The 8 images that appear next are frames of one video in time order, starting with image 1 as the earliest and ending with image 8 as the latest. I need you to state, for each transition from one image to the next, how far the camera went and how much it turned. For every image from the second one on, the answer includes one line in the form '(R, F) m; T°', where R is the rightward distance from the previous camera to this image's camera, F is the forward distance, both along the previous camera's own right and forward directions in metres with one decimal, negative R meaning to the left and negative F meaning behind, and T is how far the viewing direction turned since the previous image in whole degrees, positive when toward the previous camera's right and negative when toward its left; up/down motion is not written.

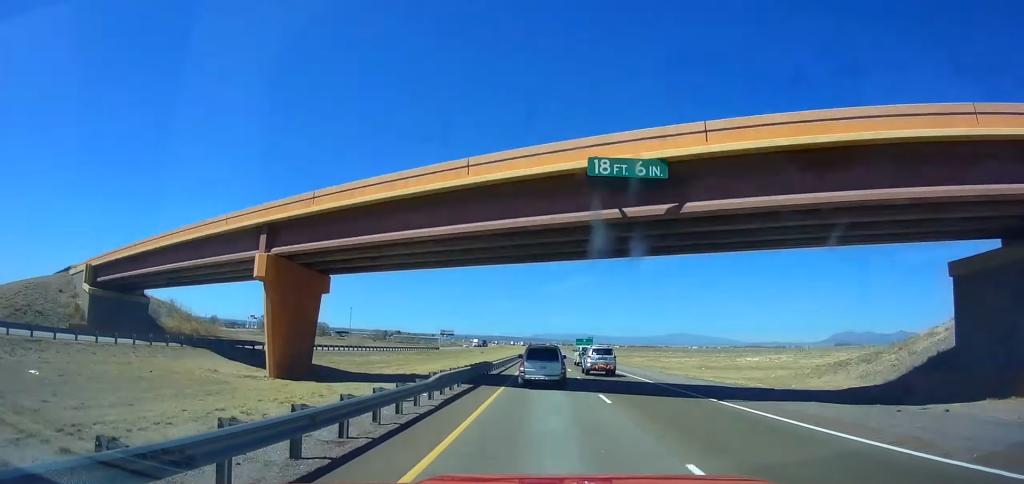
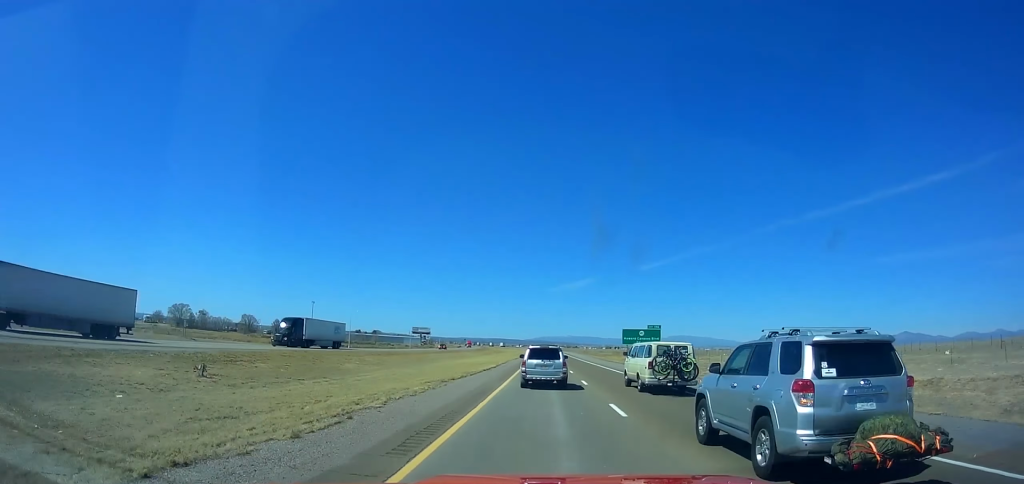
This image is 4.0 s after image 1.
(+0.4, +139.3) m; 0°
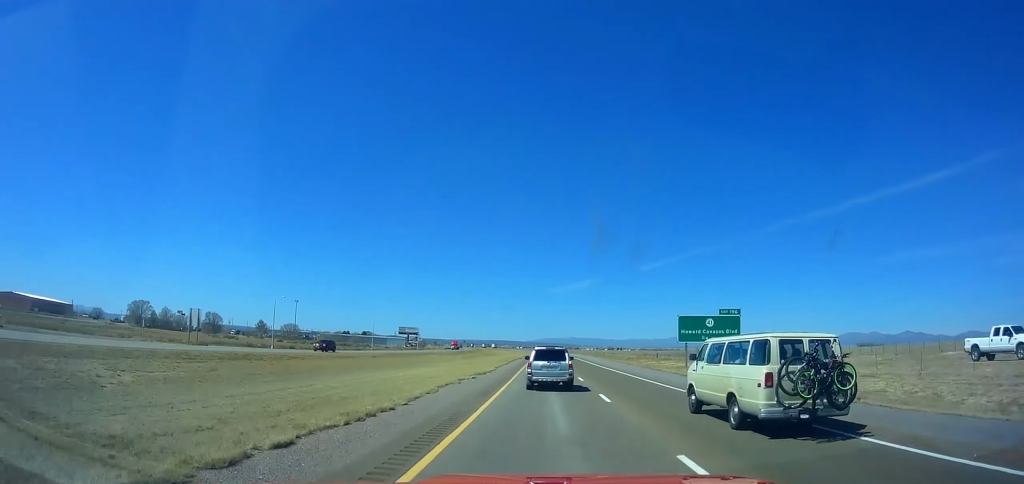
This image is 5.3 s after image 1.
(+0.1, +45.3) m; 0°
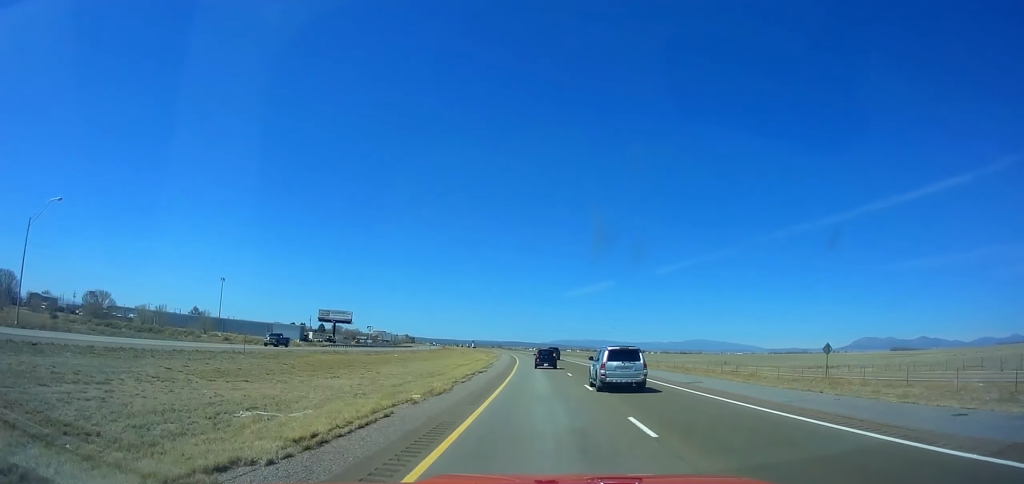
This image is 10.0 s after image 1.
(-1.8, +166.0) m; -2°
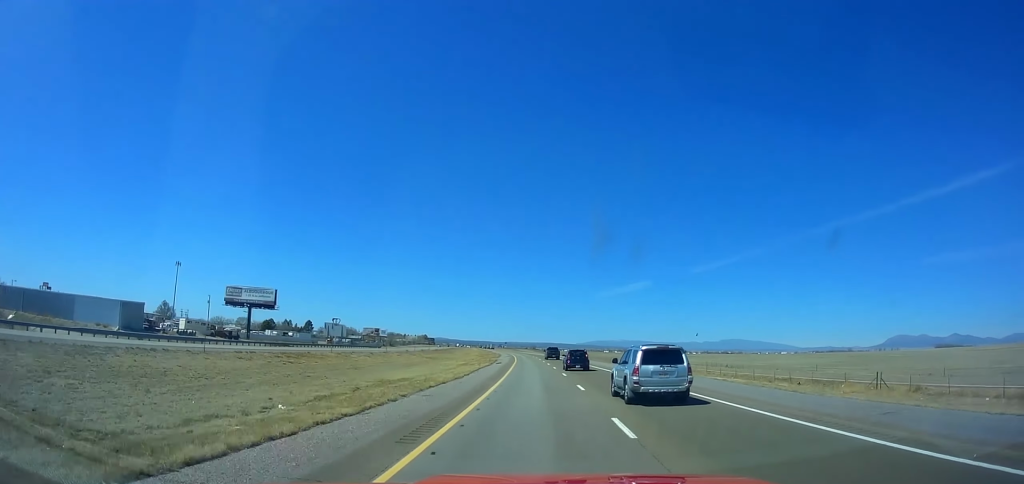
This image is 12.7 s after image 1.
(-1.1, +97.3) m; -3°
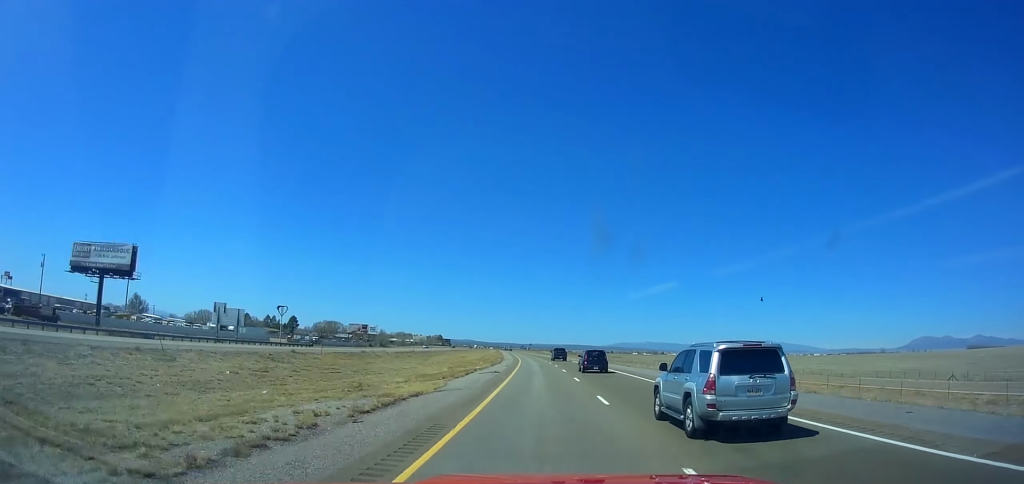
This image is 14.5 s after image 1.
(-1.4, +65.8) m; -2°
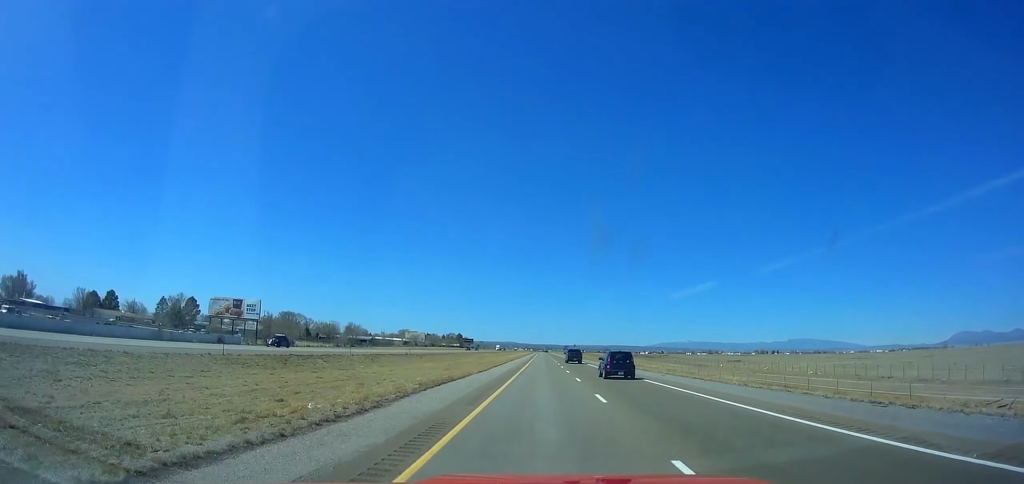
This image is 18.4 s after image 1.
(-5.8, +144.2) m; -4°
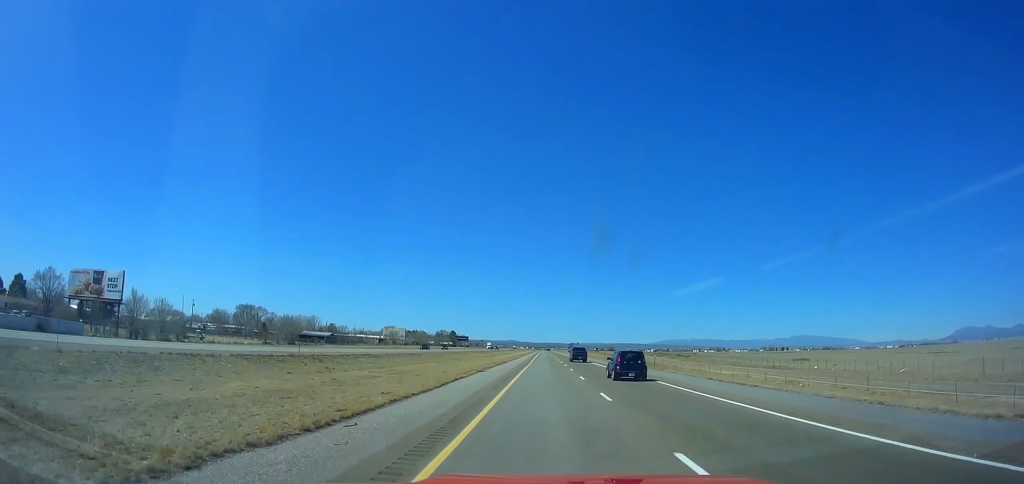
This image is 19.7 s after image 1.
(-0.7, +48.6) m; -1°
